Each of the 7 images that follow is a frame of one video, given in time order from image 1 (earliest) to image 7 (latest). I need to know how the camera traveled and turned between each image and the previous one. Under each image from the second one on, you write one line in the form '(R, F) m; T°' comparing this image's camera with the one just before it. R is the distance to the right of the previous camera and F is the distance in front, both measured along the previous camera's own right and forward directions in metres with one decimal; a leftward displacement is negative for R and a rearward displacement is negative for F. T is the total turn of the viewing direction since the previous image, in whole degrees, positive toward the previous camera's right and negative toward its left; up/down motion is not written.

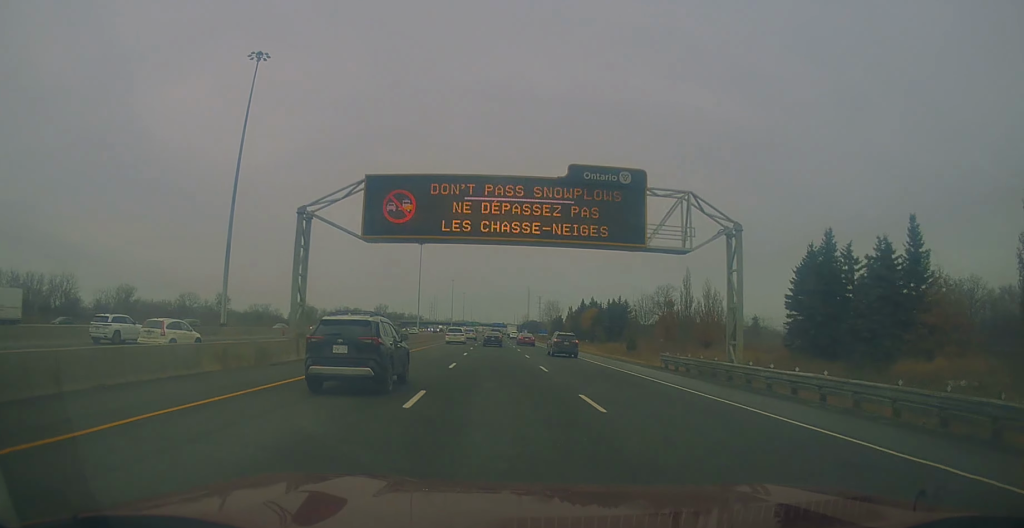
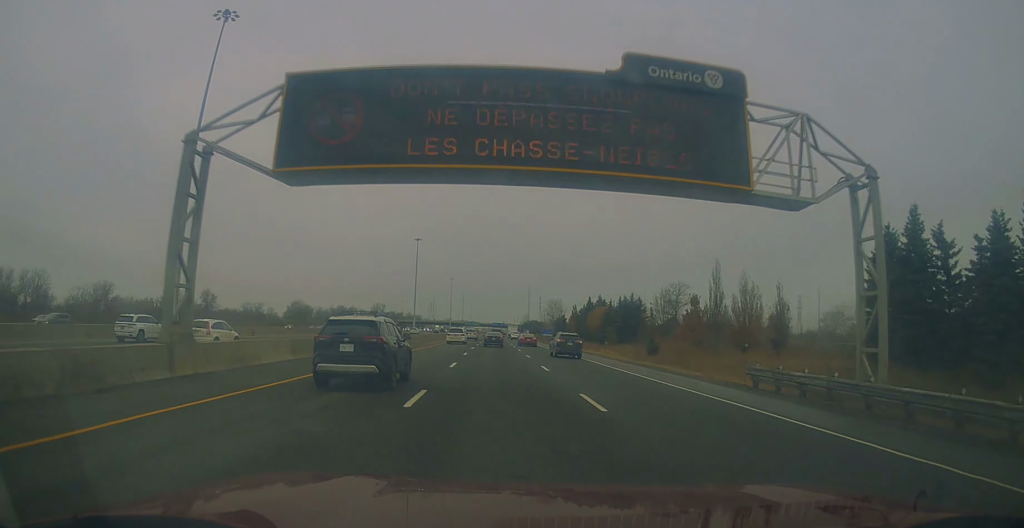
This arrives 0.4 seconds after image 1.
(-0.1, +11.9) m; +1°
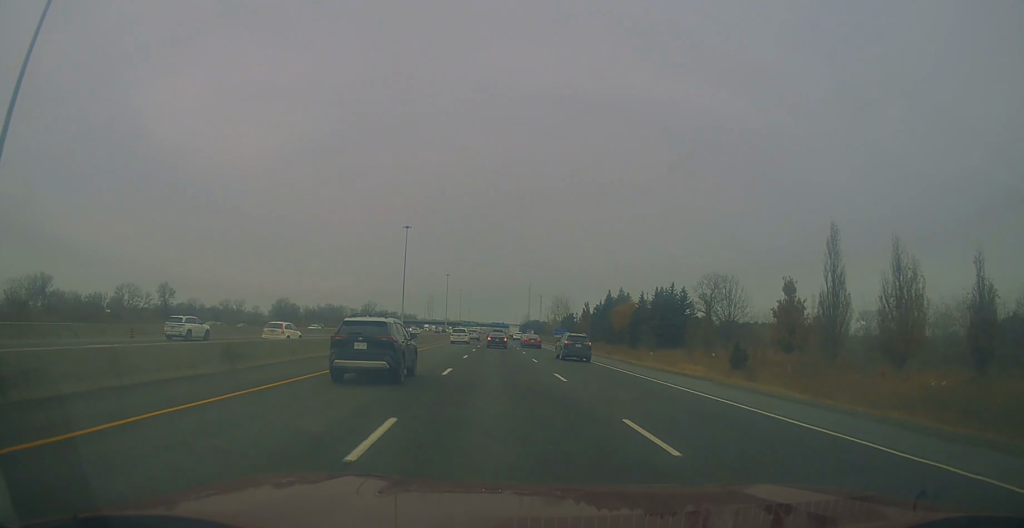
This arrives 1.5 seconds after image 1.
(+0.6, +28.3) m; 0°
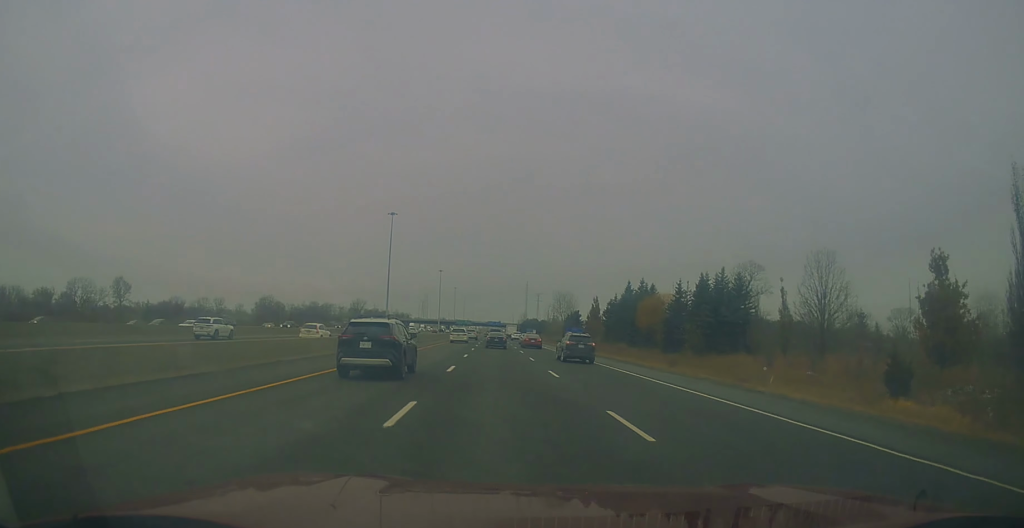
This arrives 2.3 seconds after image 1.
(-0.3, +22.8) m; -1°
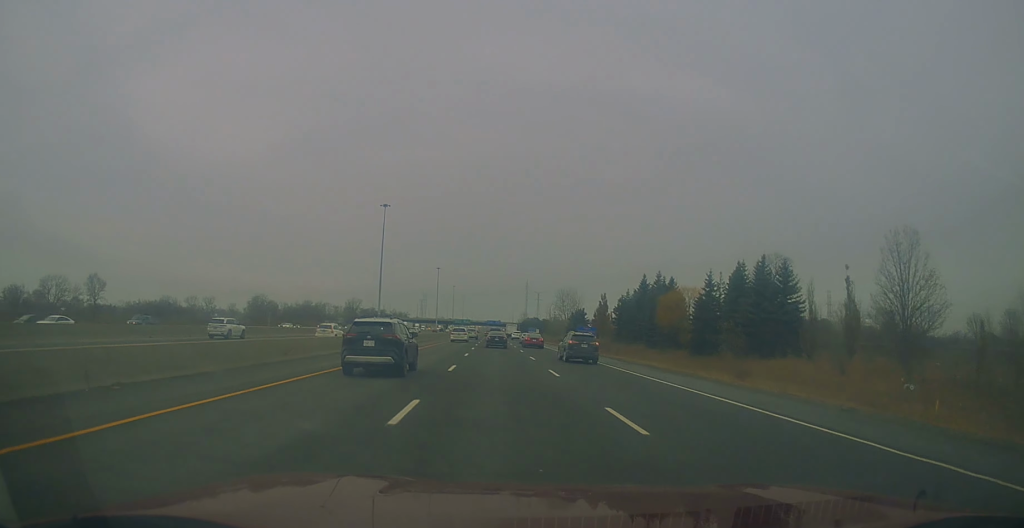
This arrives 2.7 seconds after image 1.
(-0.1, +11.9) m; 0°
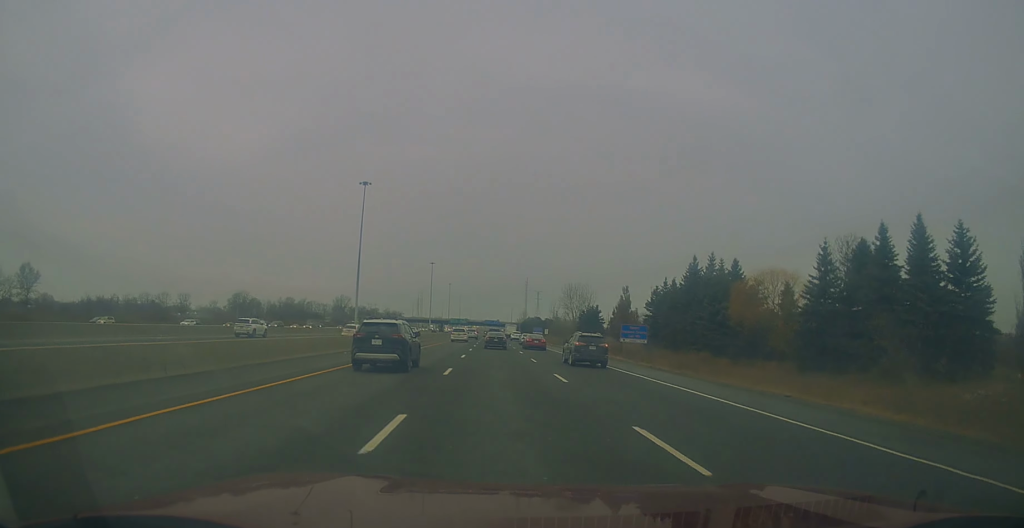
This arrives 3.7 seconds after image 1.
(-0.3, +26.3) m; +1°
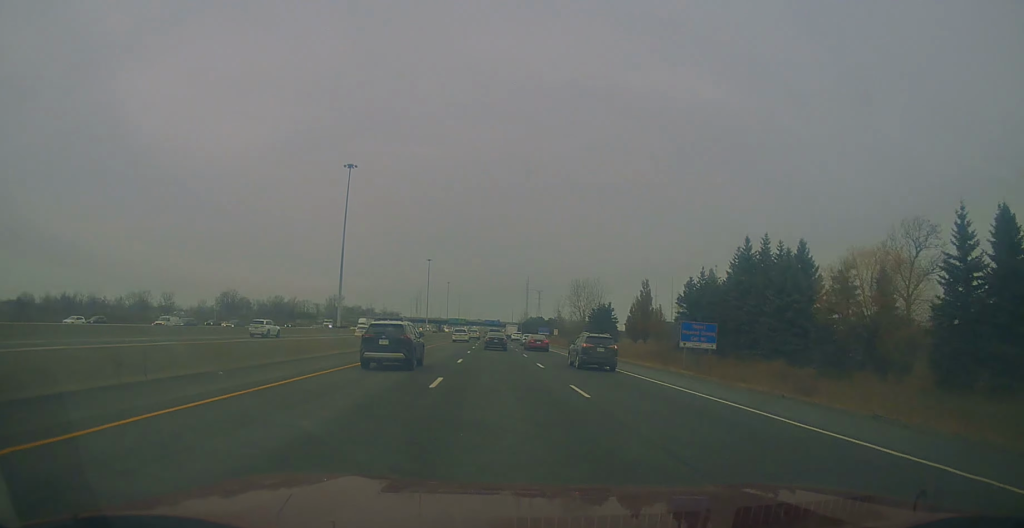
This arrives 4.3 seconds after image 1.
(+0.6, +16.2) m; +1°
